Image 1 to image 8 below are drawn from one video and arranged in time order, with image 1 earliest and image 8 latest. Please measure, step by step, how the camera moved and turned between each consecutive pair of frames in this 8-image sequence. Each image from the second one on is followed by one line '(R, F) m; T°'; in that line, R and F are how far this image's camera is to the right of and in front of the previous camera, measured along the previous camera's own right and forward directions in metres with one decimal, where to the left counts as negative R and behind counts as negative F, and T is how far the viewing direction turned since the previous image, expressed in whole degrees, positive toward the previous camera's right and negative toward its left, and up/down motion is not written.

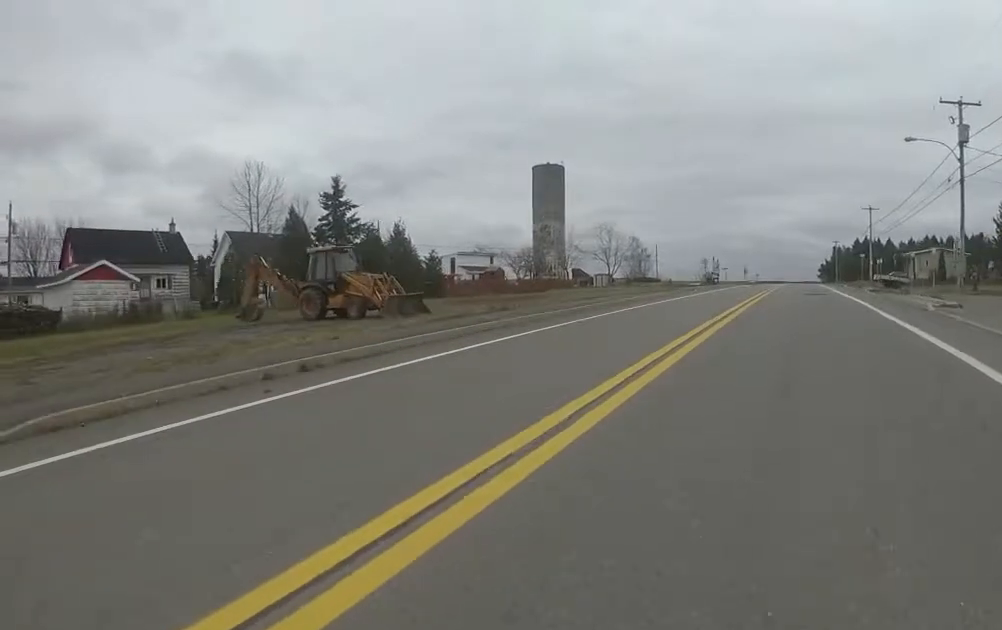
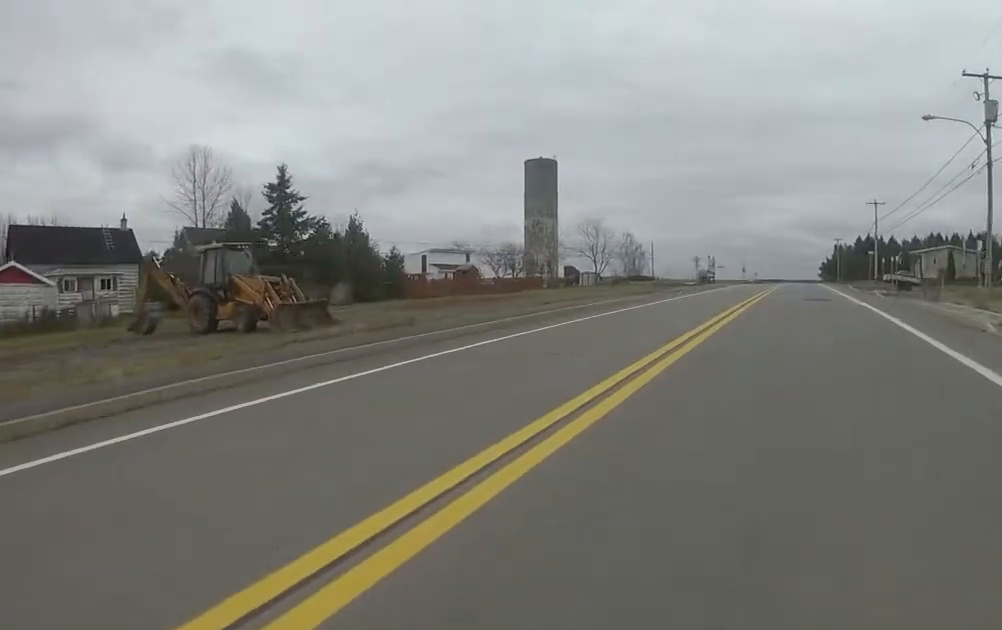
(0.0, +5.0) m; 0°
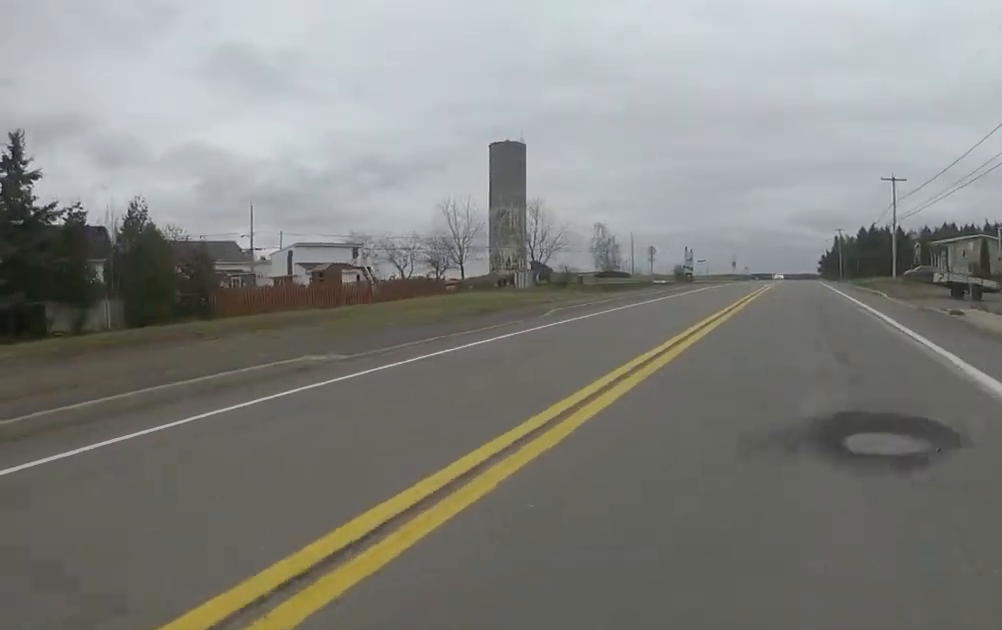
(0.0, +15.9) m; 0°
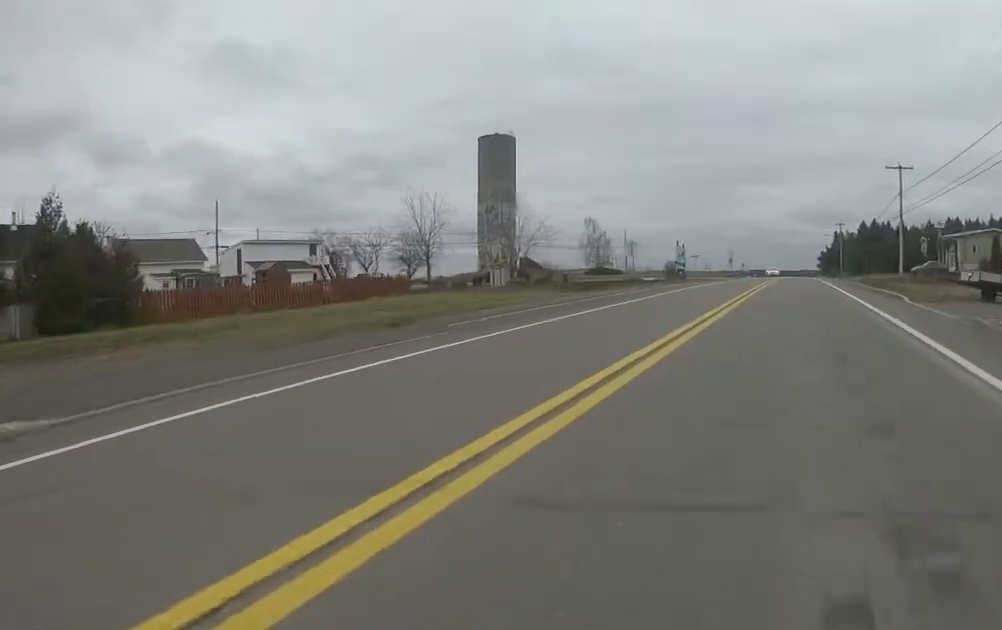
(0.0, +4.2) m; -1°
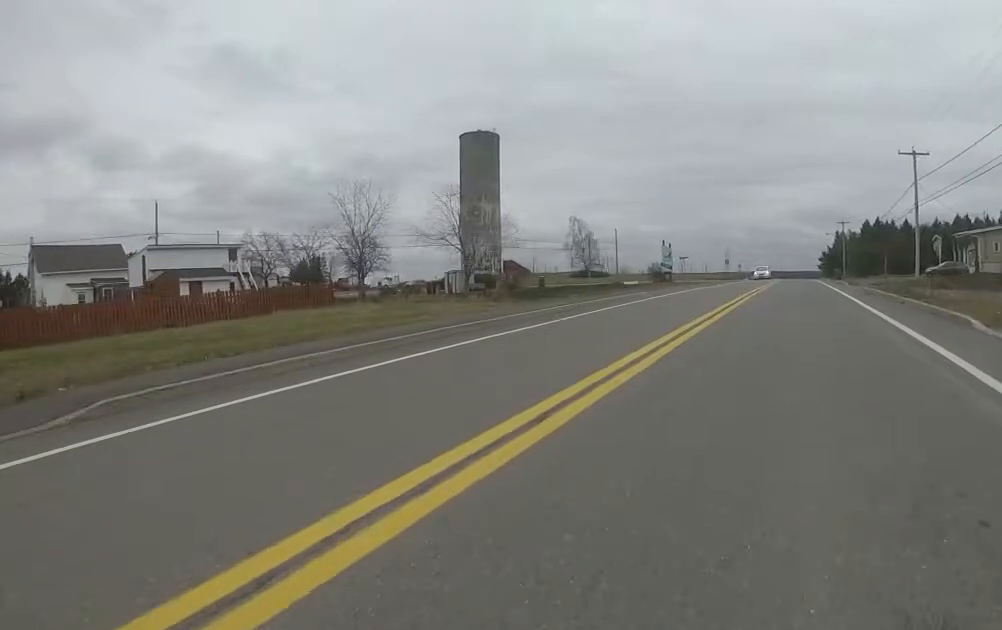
(-0.1, +6.8) m; -2°
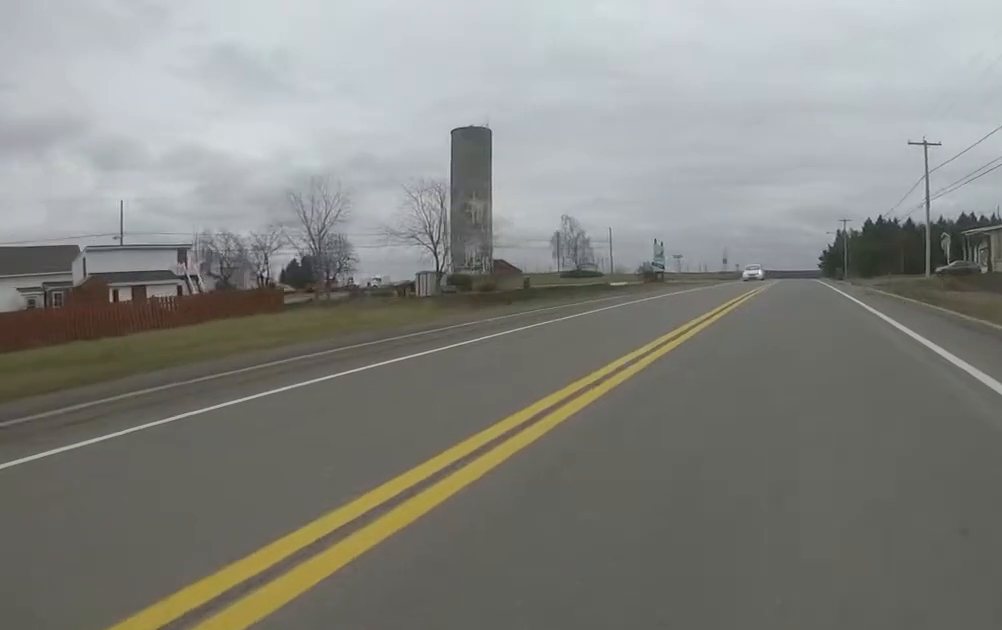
(-0.1, +3.7) m; -1°
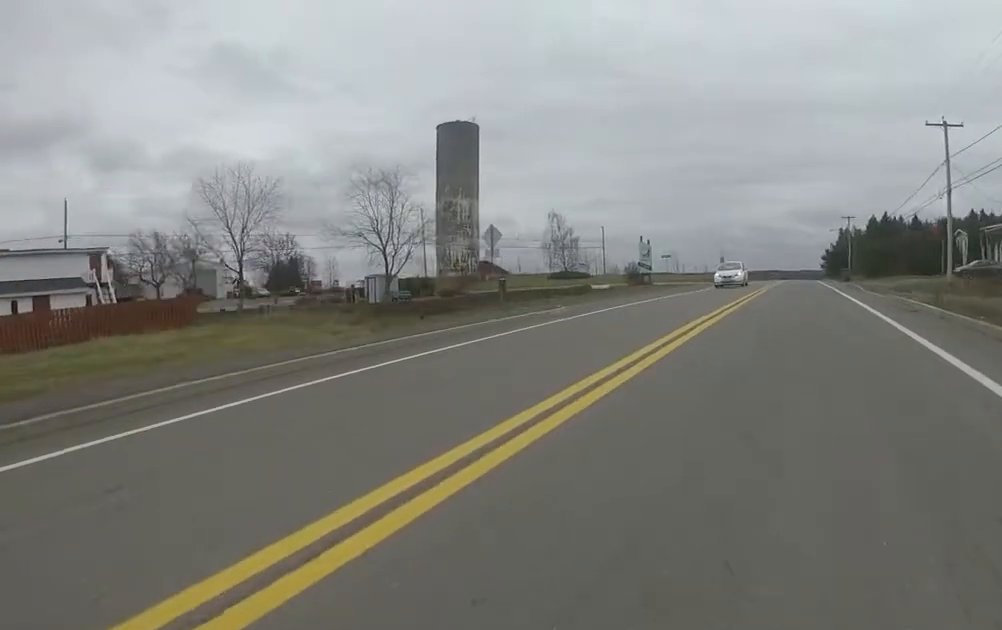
(0.0, +5.6) m; +3°
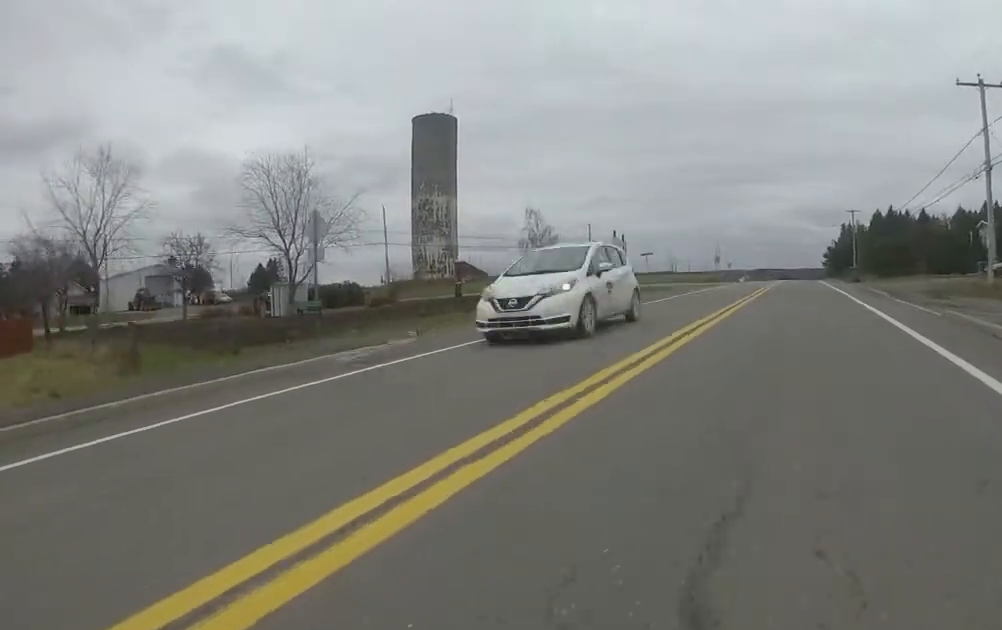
(+0.4, +7.7) m; +2°
